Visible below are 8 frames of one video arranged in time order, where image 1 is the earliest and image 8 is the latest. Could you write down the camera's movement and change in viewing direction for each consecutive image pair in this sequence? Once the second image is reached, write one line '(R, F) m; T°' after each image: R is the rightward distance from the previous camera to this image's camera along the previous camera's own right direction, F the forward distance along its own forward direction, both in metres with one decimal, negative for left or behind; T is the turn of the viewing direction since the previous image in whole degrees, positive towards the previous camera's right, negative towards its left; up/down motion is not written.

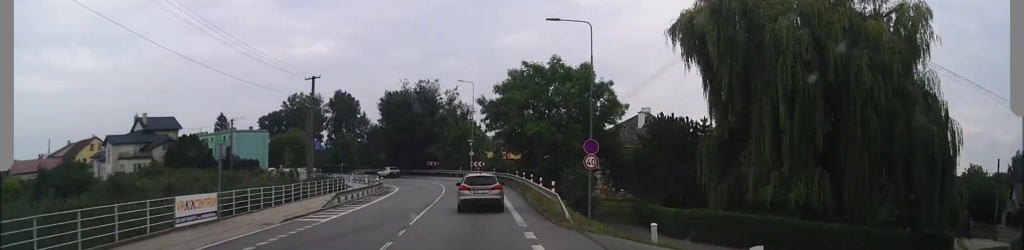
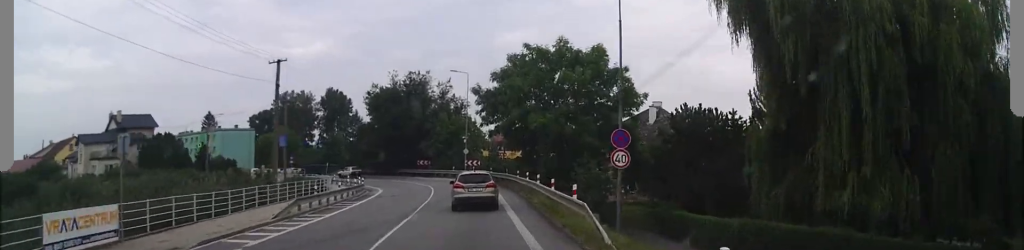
(0.0, +7.2) m; 0°
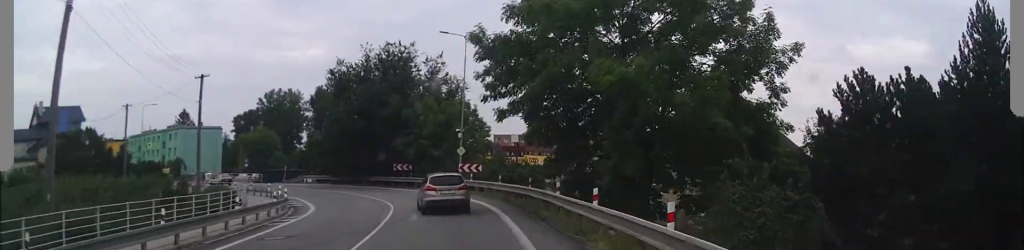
(-0.1, +22.2) m; -2°
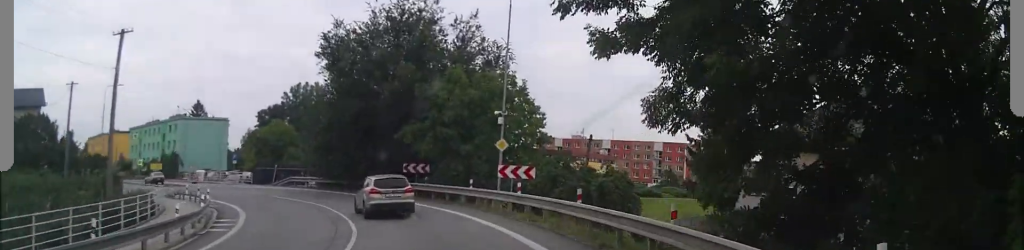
(-0.4, +16.6) m; -4°
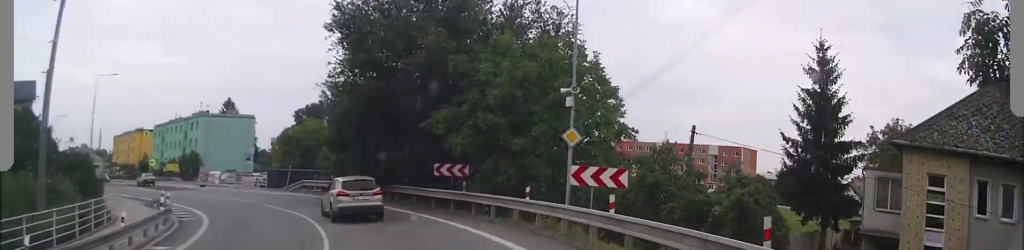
(0.0, +8.9) m; -5°
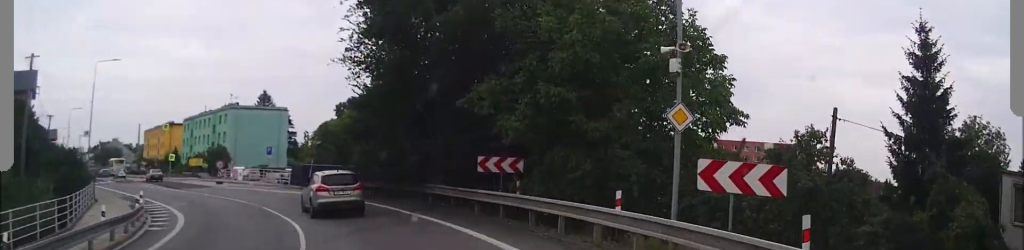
(-0.2, +6.5) m; -6°
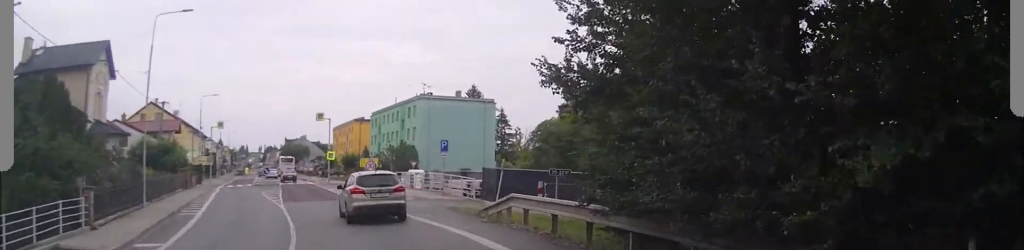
(-3.1, +18.4) m; -15°
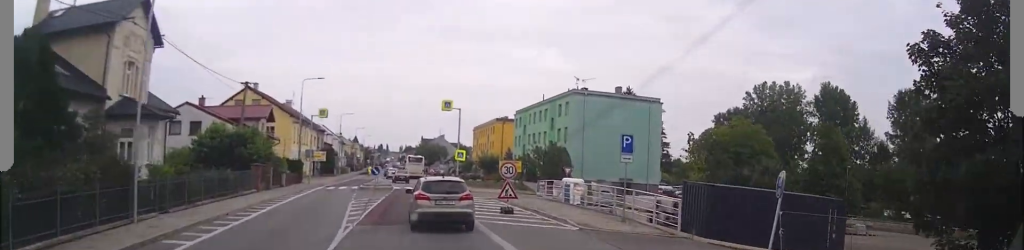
(-0.3, +13.3) m; -9°
